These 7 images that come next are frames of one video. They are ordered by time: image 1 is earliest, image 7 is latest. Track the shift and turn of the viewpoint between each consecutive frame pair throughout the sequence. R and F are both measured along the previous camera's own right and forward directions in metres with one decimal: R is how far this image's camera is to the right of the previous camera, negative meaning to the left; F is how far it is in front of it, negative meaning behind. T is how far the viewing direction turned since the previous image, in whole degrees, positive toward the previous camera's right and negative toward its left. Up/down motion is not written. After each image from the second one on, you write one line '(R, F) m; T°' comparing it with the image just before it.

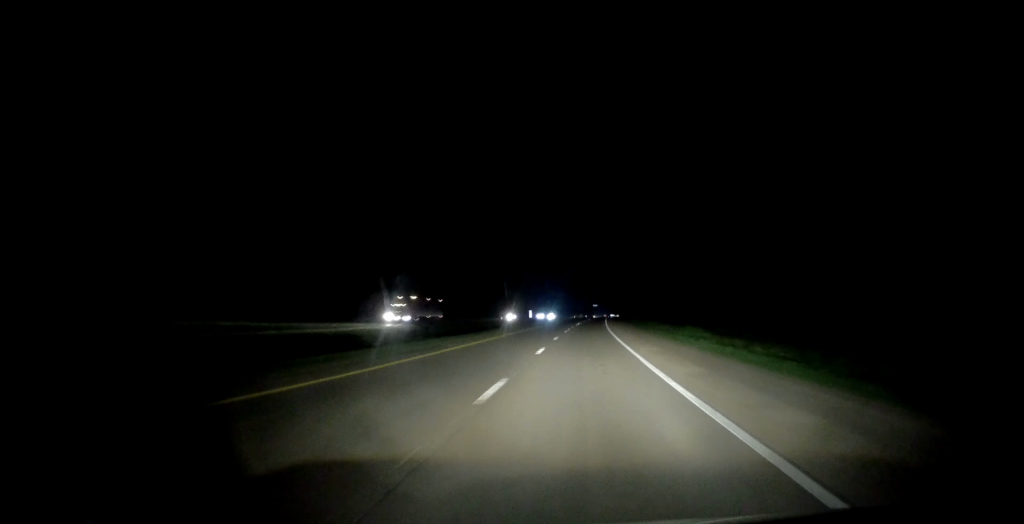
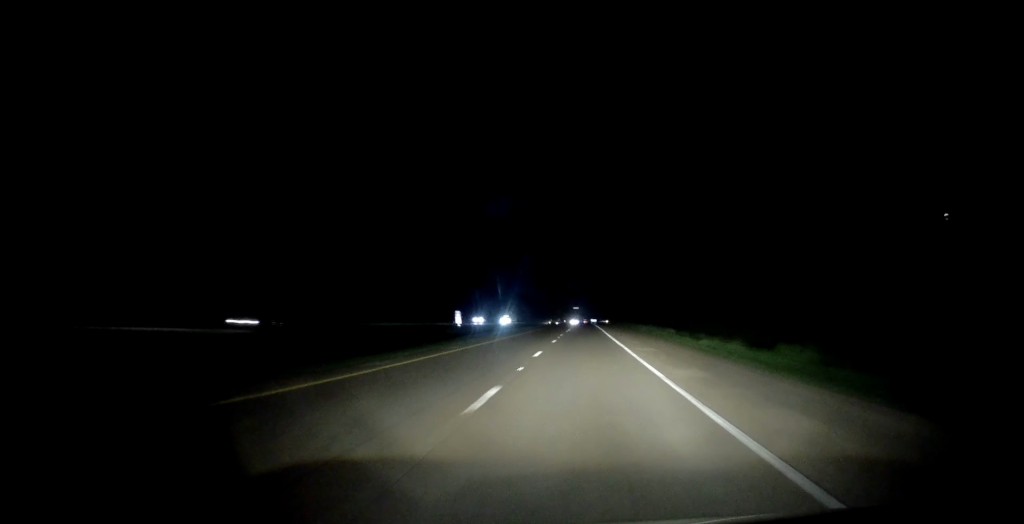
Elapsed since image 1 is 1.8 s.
(+0.8, +53.3) m; +2°
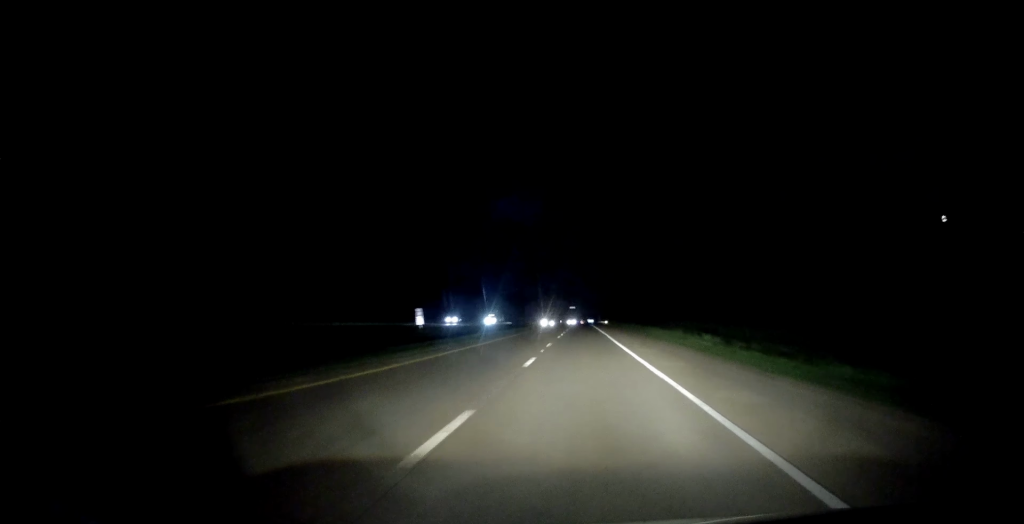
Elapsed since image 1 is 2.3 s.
(+0.1, +12.8) m; +1°
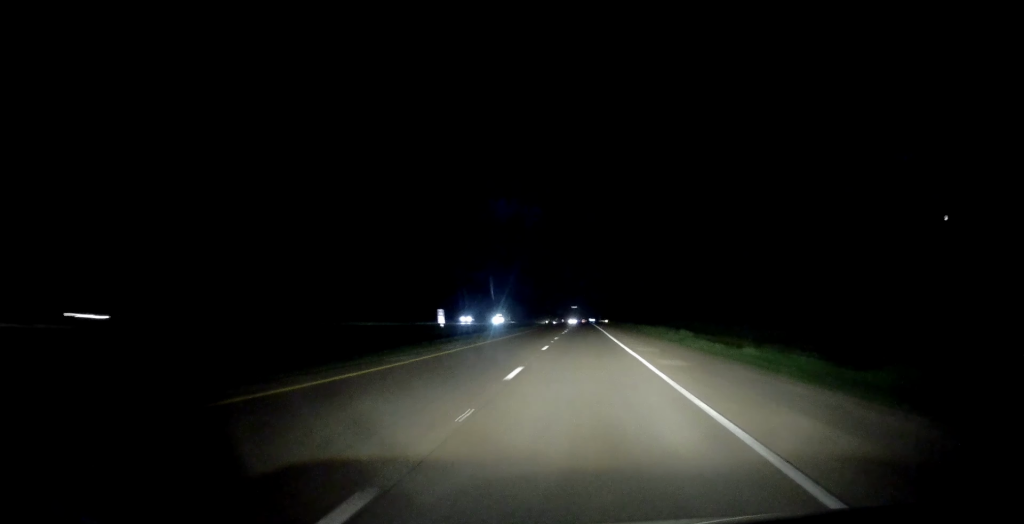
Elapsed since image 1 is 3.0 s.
(+0.2, +21.0) m; 0°
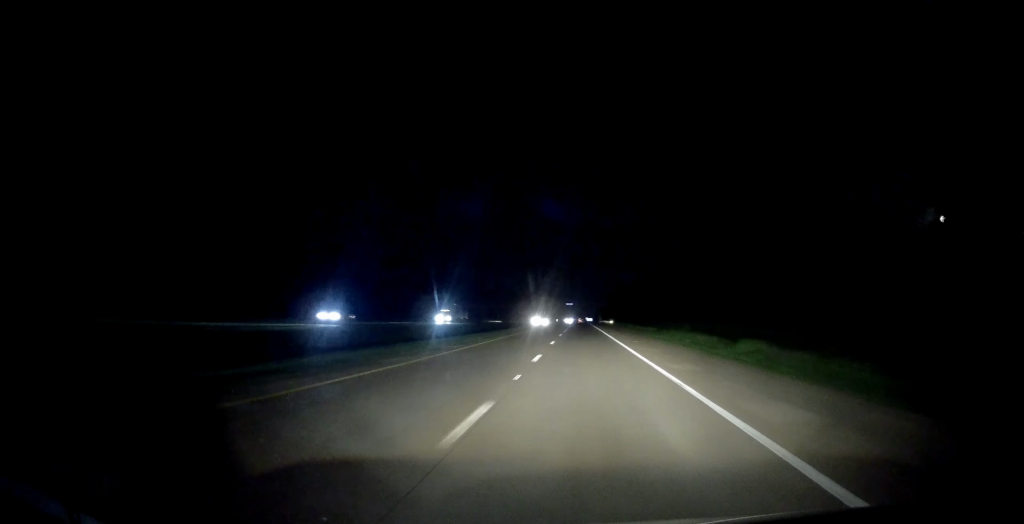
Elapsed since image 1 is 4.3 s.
(-0.1, +37.4) m; 0°
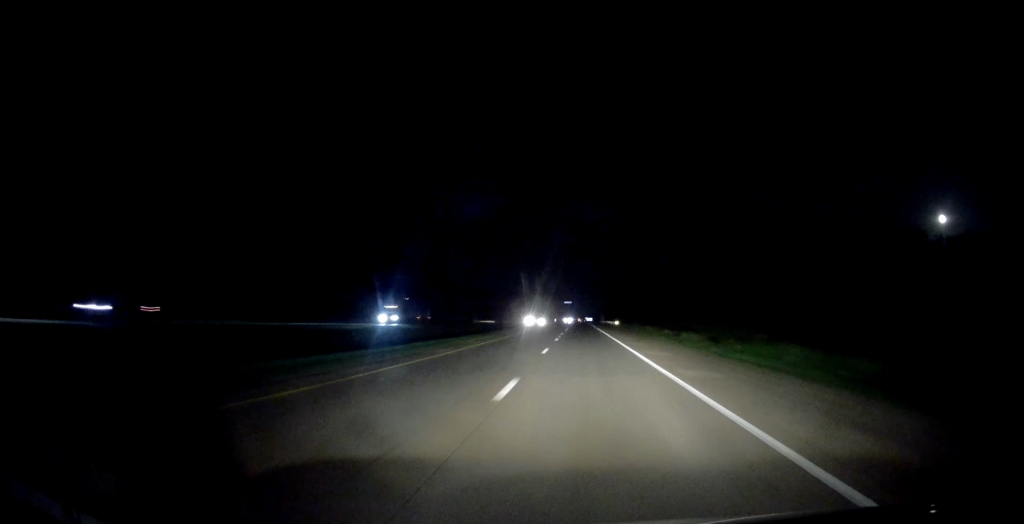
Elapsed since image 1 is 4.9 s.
(-0.1, +18.9) m; +1°
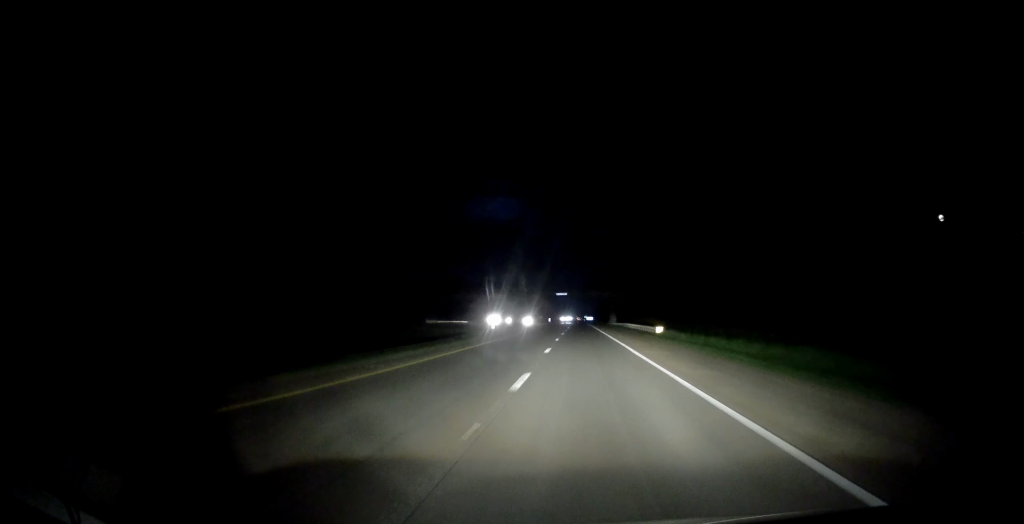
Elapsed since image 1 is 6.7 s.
(+1.2, +58.4) m; +2°
